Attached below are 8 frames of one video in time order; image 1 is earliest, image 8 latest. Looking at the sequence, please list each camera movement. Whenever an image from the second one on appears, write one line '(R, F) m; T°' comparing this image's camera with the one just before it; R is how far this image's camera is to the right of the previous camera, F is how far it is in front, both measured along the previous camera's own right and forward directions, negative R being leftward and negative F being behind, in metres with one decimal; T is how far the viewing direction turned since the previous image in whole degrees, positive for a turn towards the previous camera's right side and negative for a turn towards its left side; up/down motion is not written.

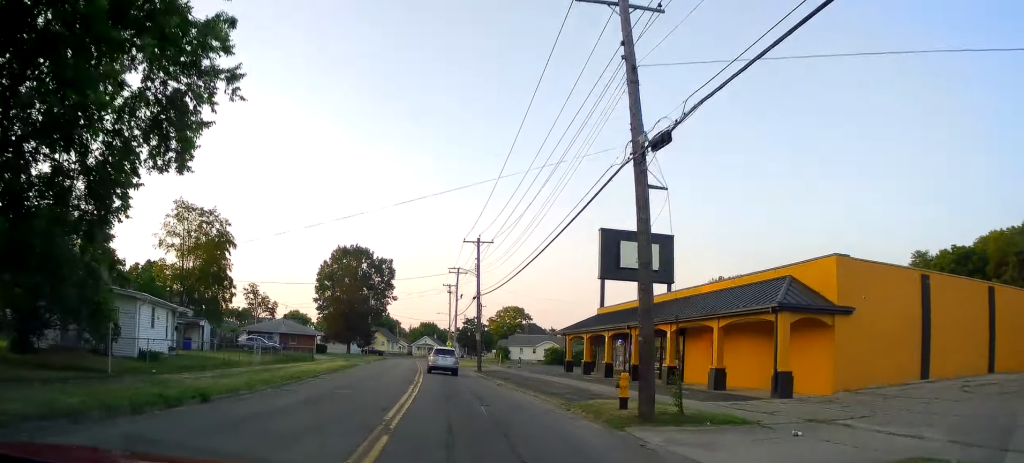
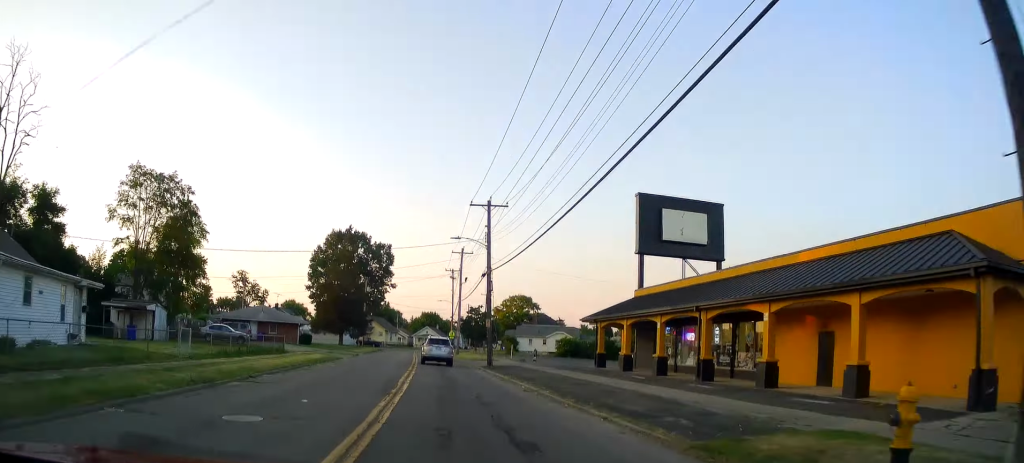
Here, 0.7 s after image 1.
(+0.6, +9.9) m; +2°
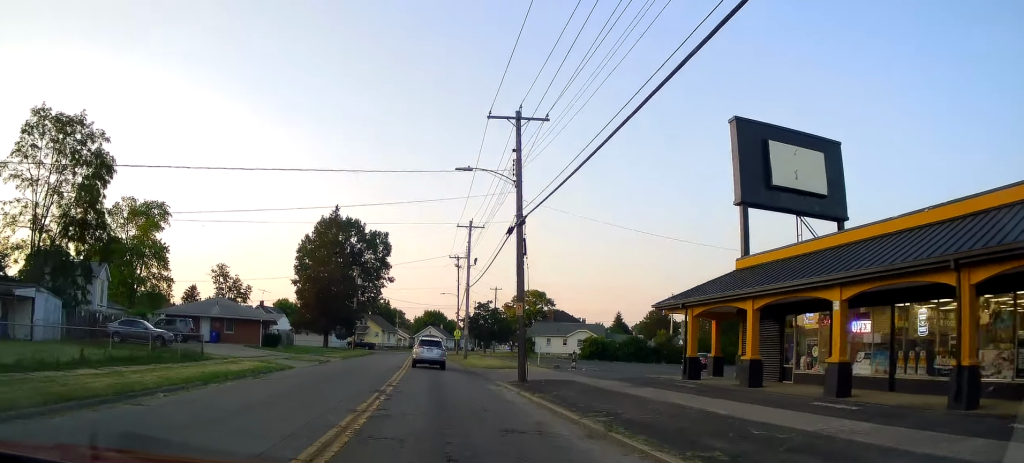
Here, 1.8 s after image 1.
(-0.1, +15.0) m; -1°
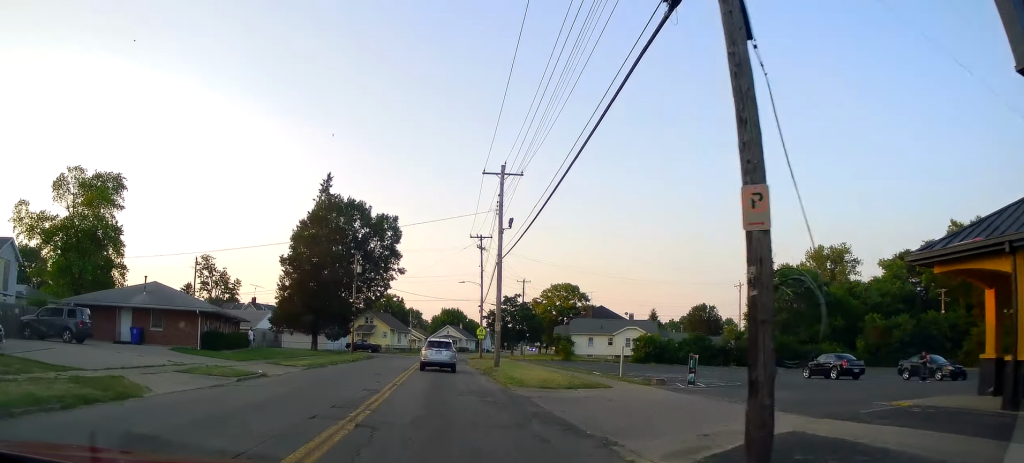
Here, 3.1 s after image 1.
(+0.2, +17.0) m; +3°
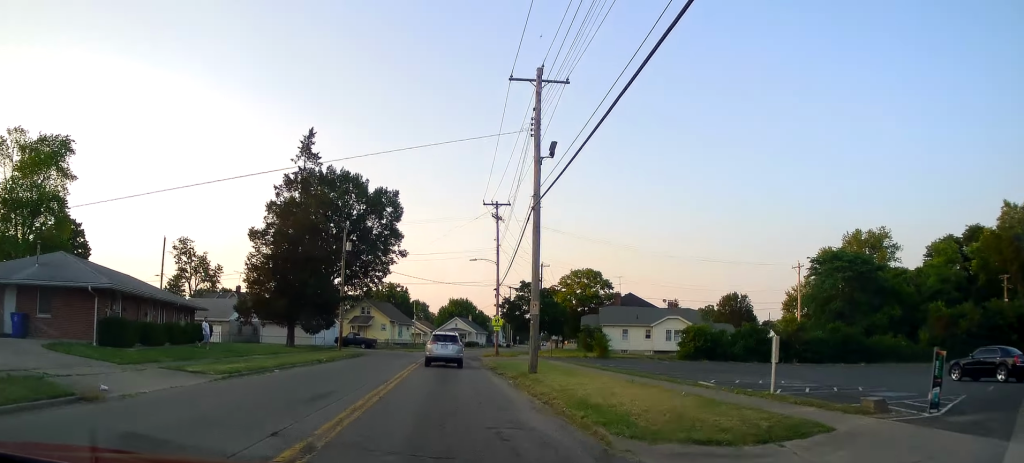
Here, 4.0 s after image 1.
(+0.6, +12.9) m; -1°
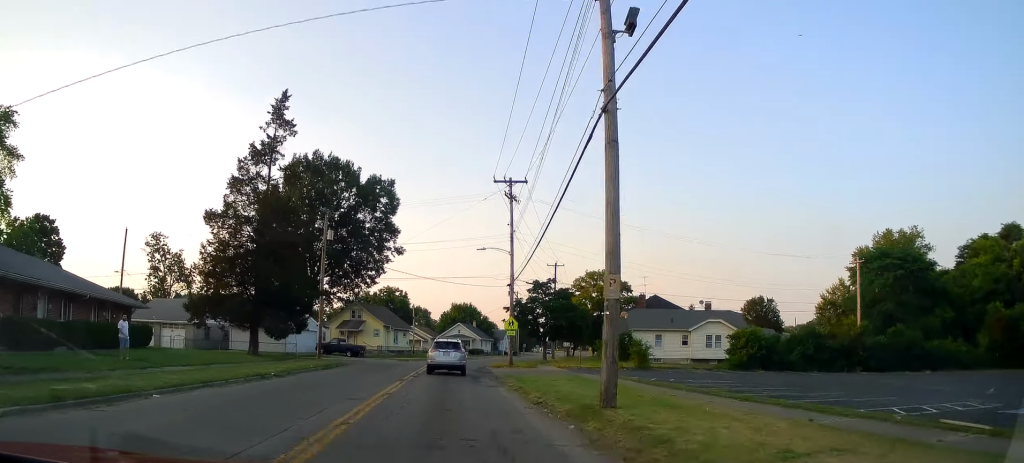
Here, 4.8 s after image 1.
(-0.6, +11.0) m; -5°
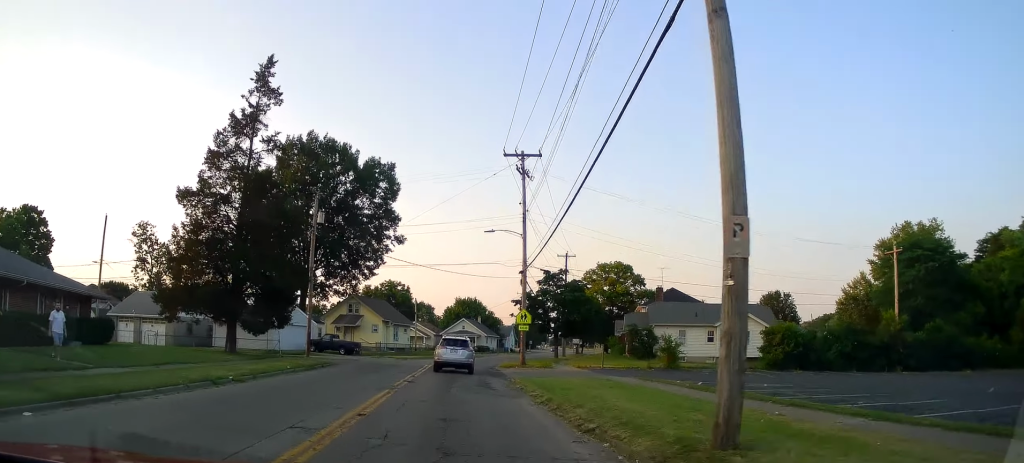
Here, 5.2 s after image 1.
(-0.1, +5.4) m; 0°
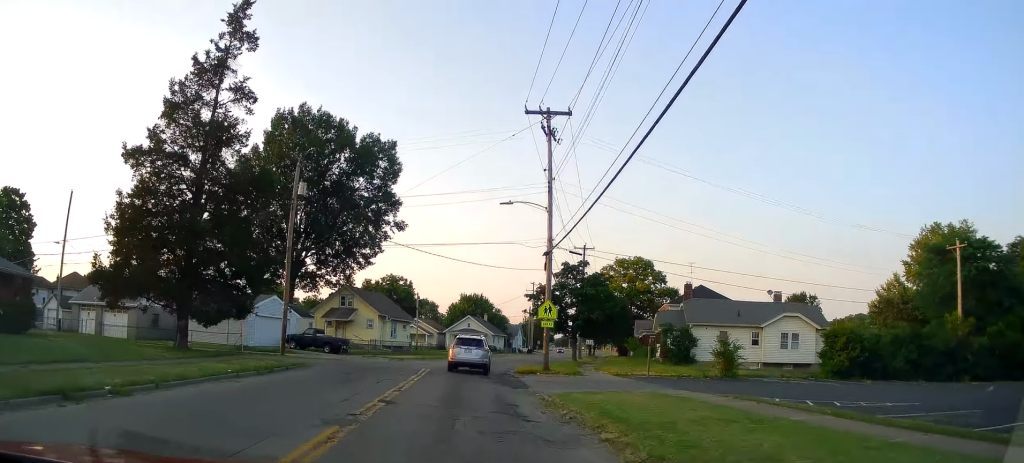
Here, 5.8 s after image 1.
(-0.3, +8.1) m; 0°
